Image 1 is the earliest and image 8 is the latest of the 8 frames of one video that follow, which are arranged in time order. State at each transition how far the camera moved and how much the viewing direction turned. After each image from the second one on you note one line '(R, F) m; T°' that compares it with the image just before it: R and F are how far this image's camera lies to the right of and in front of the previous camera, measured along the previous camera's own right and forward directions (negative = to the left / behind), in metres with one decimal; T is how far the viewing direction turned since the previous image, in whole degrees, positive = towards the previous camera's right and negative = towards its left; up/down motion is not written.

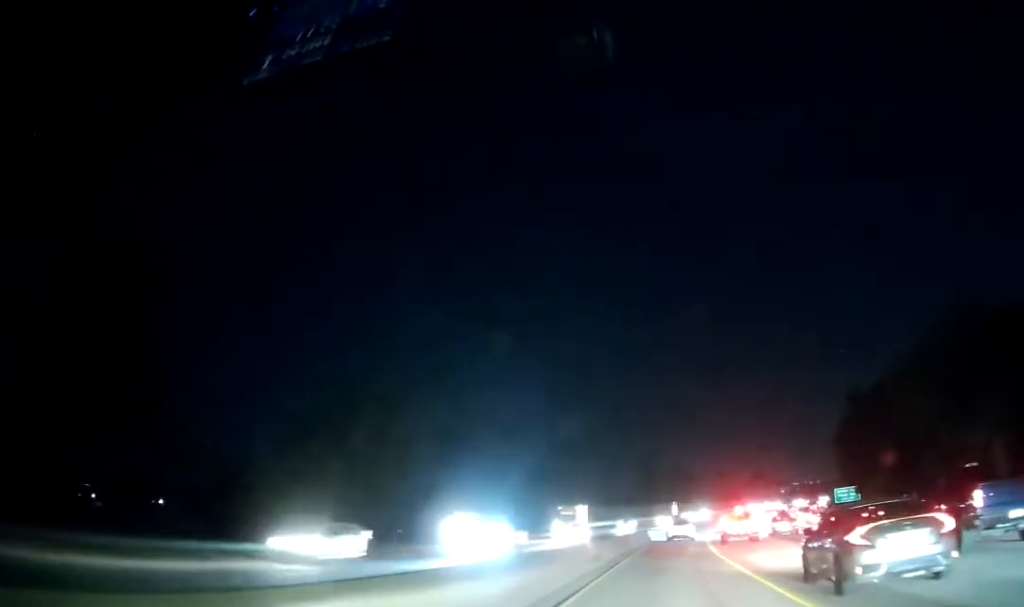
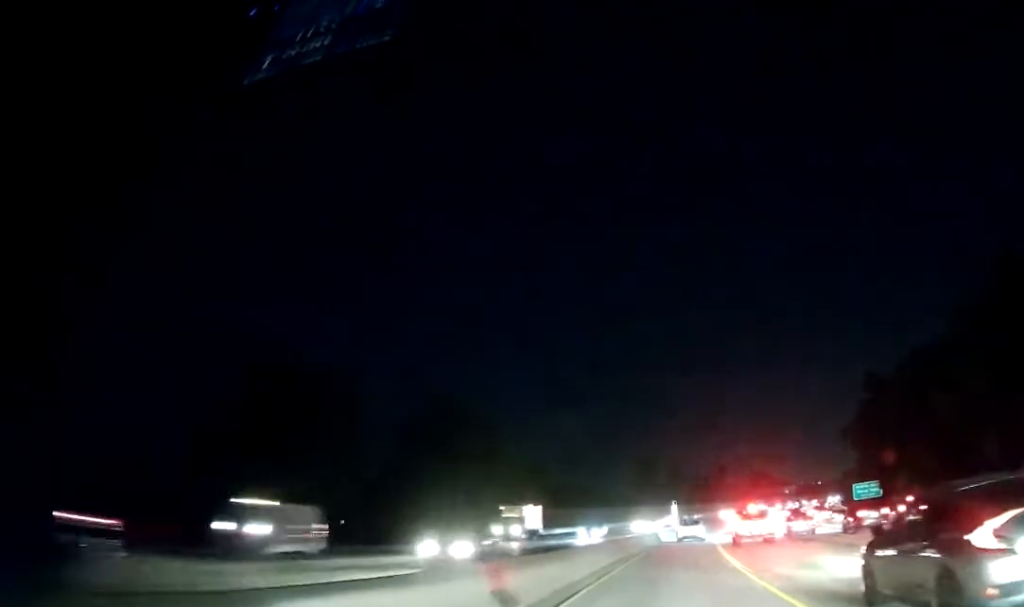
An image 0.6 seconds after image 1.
(0.0, +13.3) m; 0°
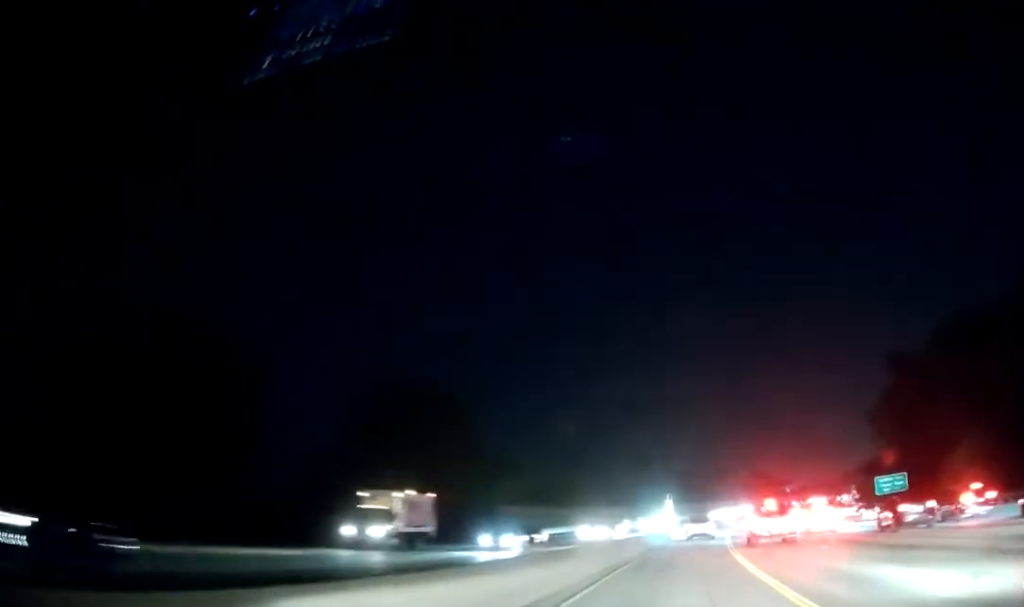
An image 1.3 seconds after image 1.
(0.0, +15.3) m; 0°
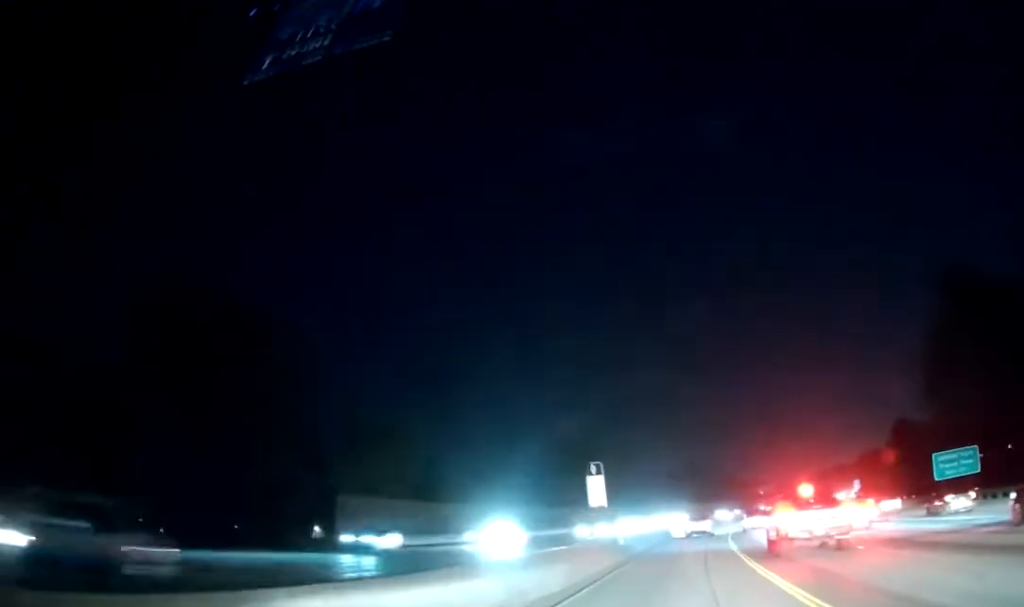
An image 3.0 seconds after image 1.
(+0.3, +35.7) m; +2°
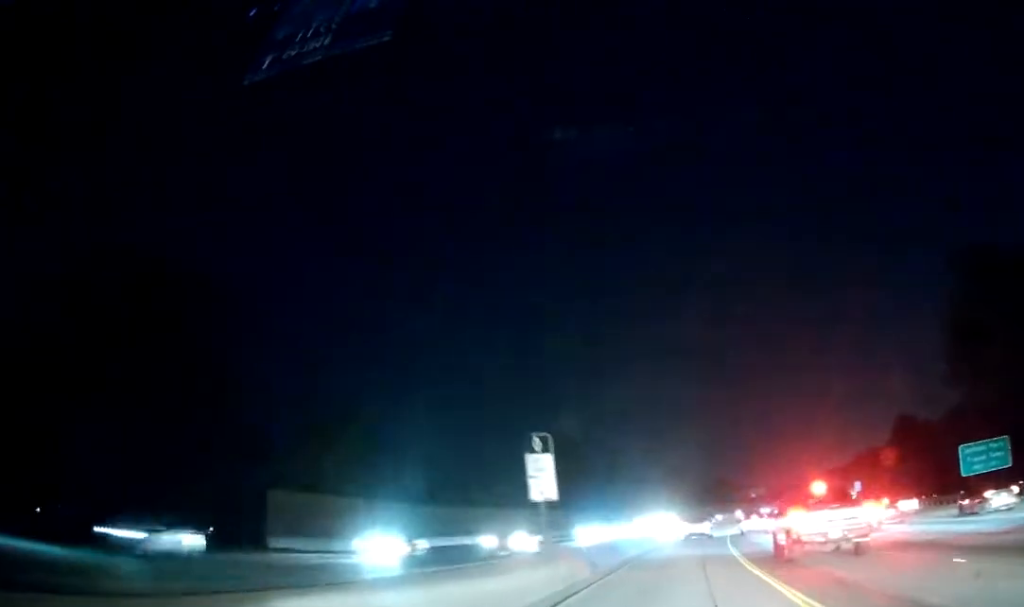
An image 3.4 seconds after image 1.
(+0.1, +10.0) m; +1°
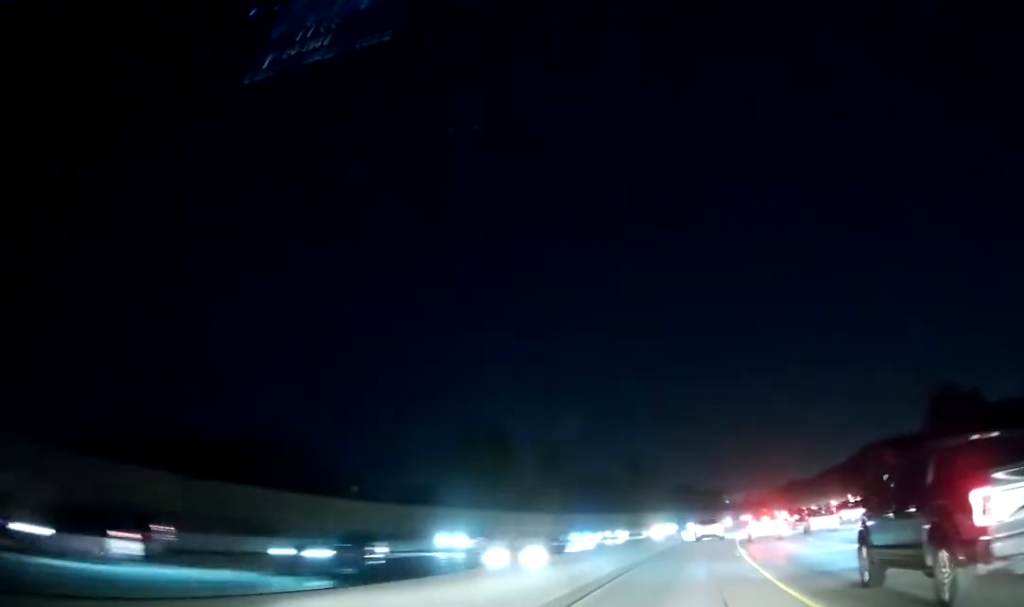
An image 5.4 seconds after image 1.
(+0.7, +38.0) m; +3°
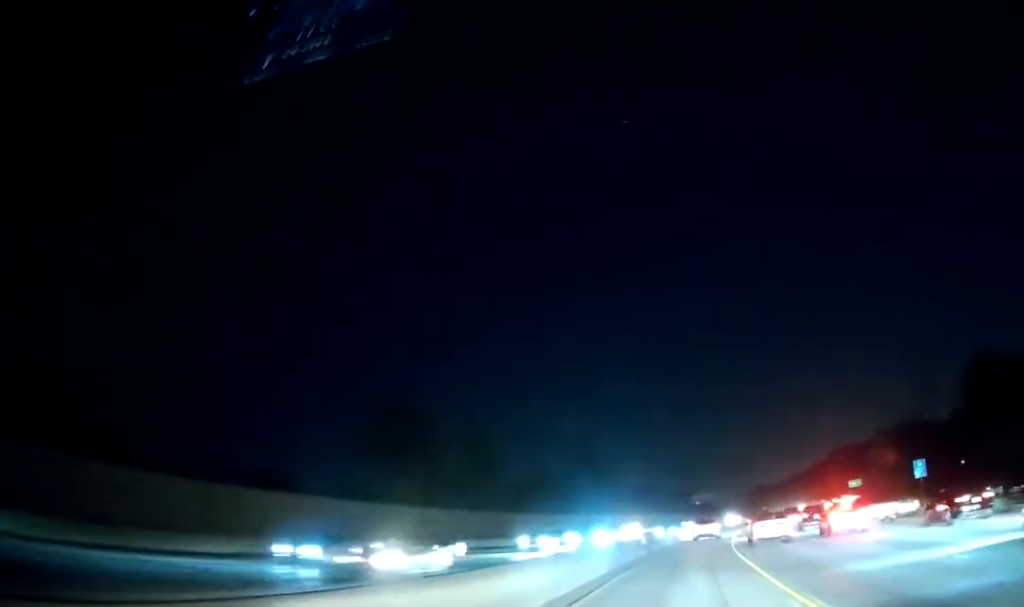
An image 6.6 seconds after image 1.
(+0.7, +23.5) m; +2°
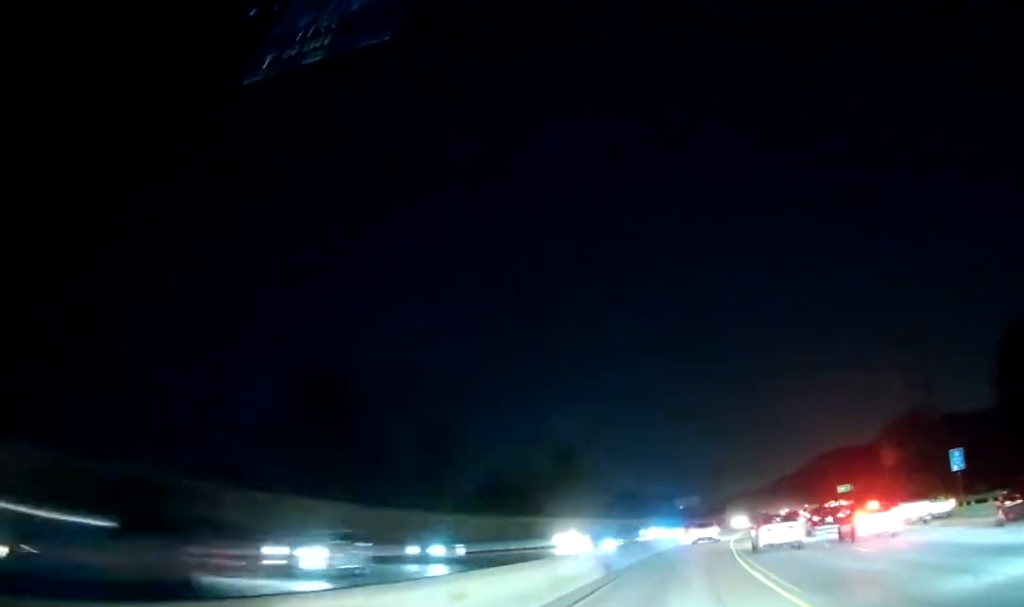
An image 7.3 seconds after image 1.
(-0.1, +12.9) m; +1°
